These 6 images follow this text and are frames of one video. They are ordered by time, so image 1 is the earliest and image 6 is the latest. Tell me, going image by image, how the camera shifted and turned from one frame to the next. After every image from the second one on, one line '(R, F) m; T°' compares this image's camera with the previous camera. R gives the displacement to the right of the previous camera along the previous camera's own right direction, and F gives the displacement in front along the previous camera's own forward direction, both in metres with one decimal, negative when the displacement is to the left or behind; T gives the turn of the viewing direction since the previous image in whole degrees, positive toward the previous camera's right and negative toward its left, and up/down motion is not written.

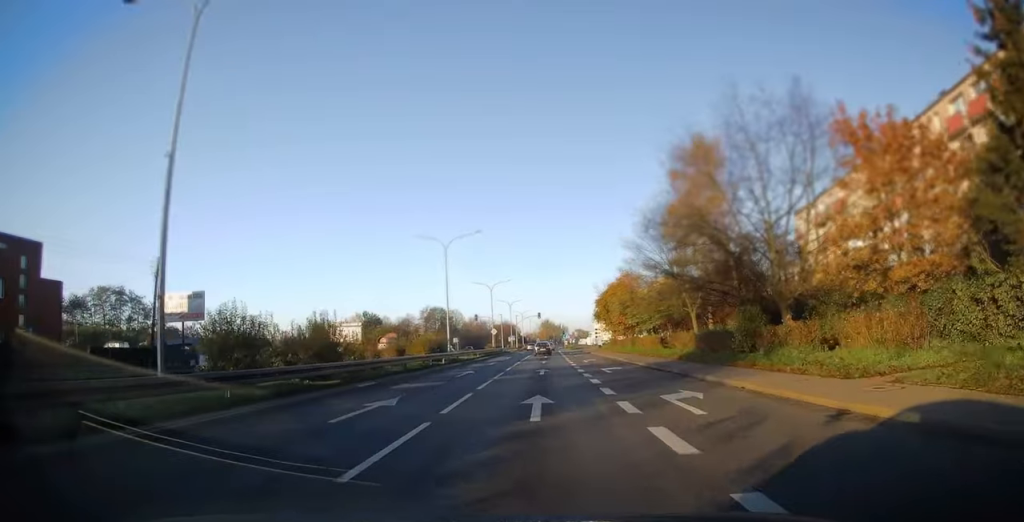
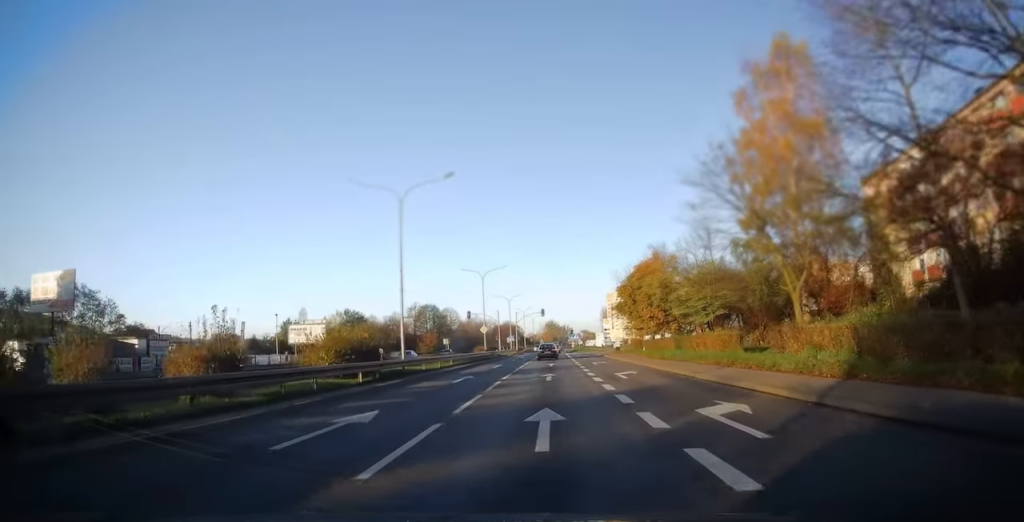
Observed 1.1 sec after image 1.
(+0.2, +17.7) m; 0°
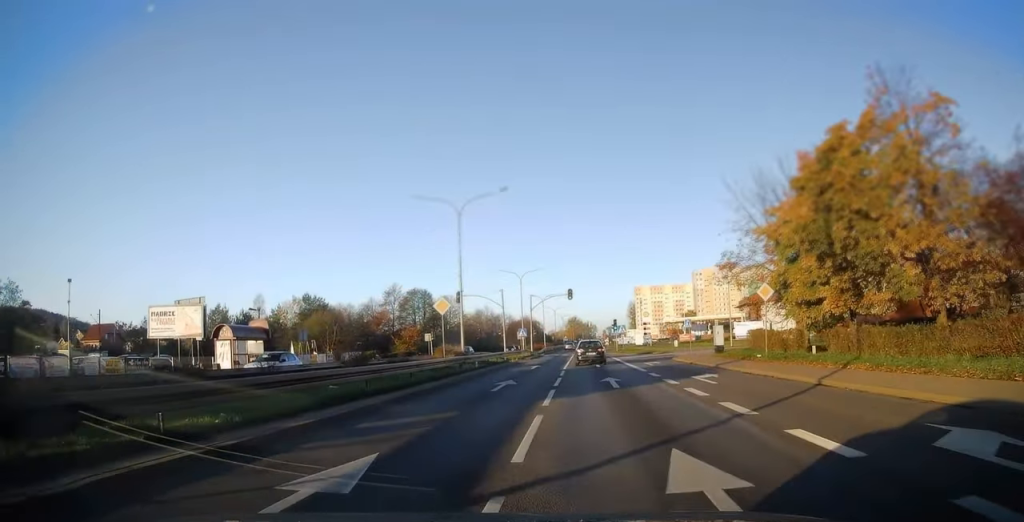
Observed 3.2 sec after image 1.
(-0.8, +35.2) m; -1°
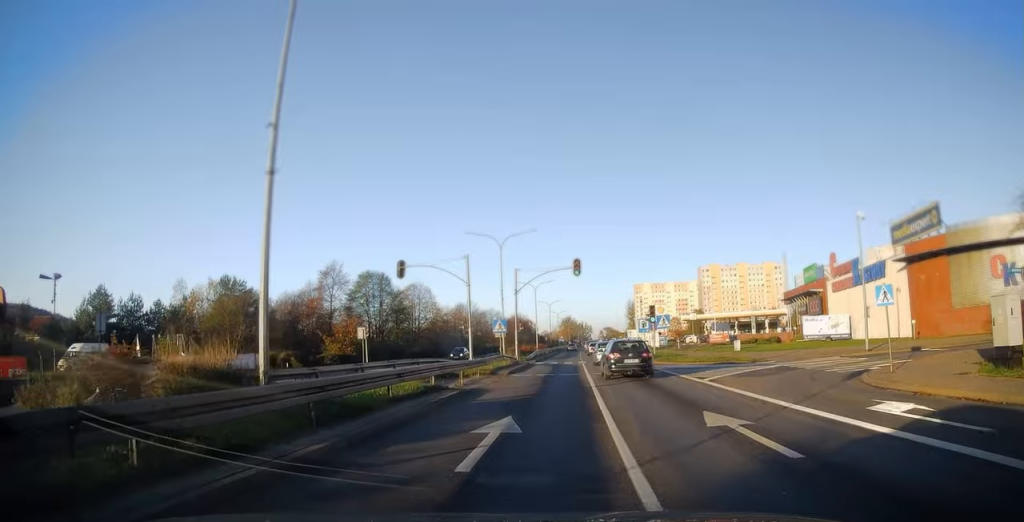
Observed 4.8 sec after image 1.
(0.0, +25.9) m; 0°
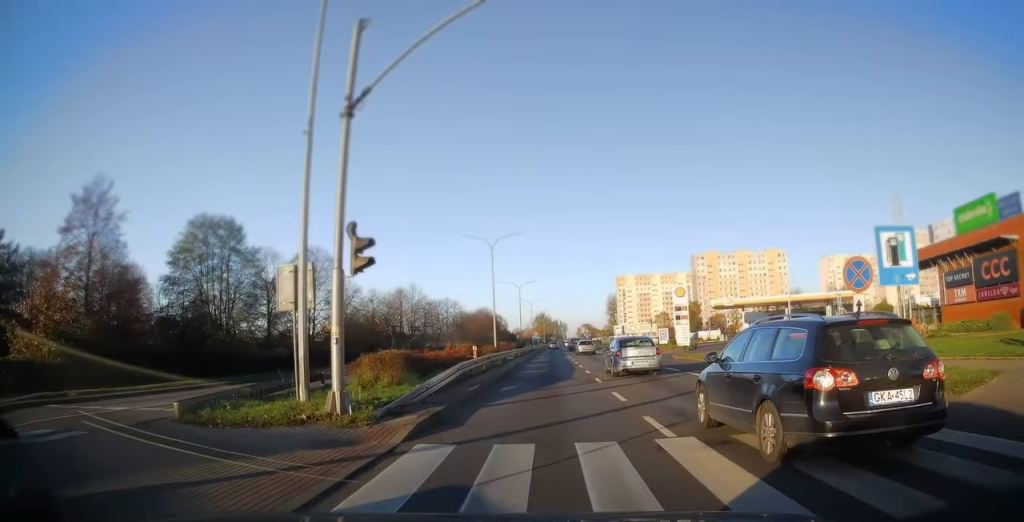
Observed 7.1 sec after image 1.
(+0.9, +38.0) m; +1°
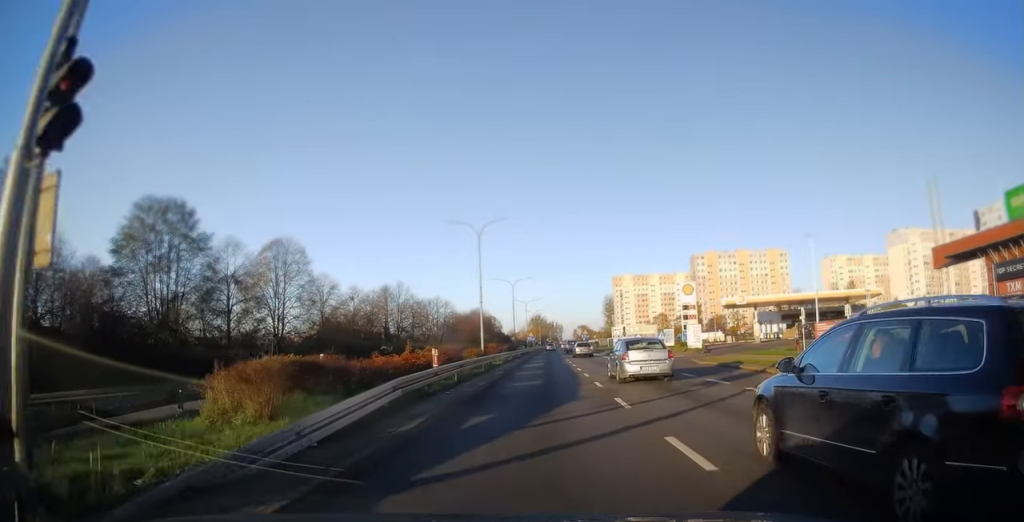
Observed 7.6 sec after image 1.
(-0.2, +7.1) m; 0°
